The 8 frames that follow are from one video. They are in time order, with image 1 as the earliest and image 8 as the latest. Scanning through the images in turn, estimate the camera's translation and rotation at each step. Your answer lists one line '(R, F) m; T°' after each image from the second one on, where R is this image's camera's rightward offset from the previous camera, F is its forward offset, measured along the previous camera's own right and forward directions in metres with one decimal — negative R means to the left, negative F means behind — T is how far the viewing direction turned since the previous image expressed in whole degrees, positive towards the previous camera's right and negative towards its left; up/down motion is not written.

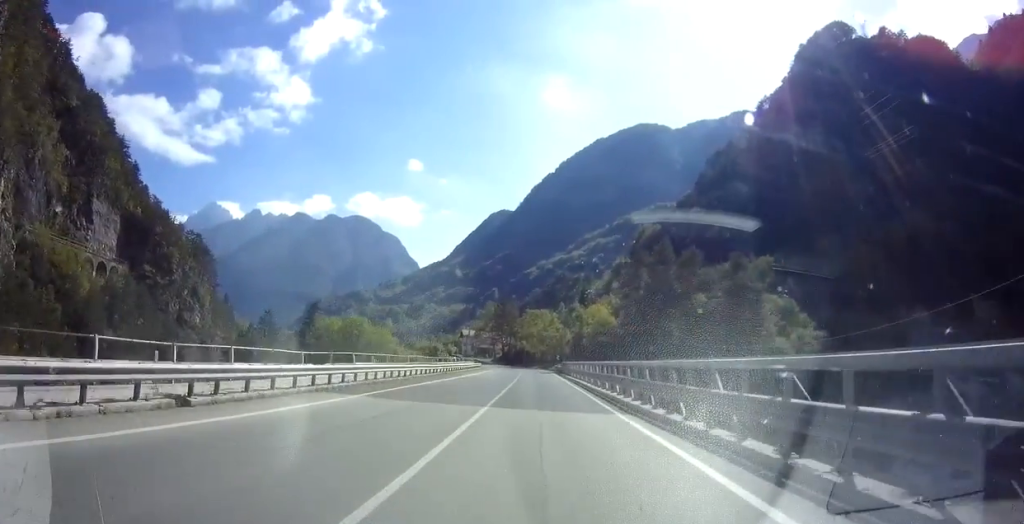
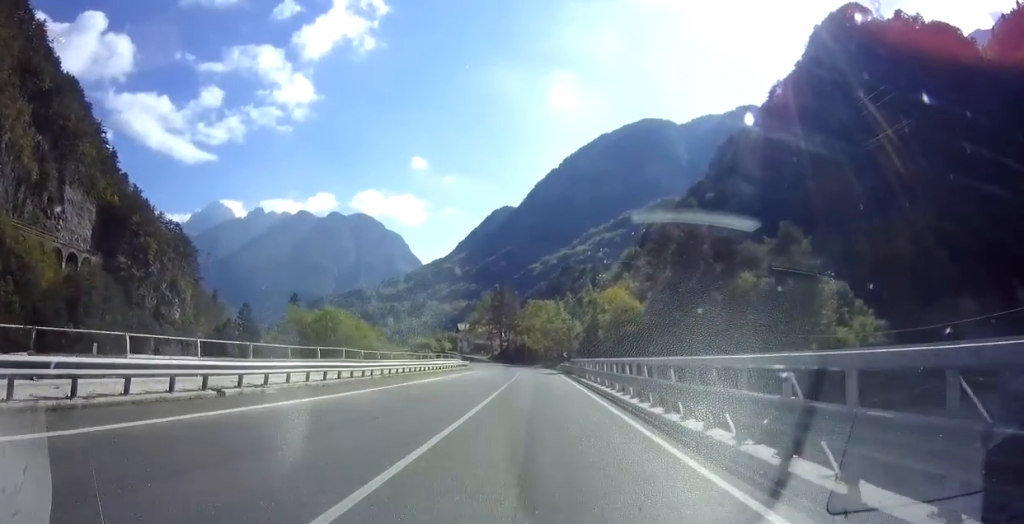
(-0.6, +16.3) m; 0°
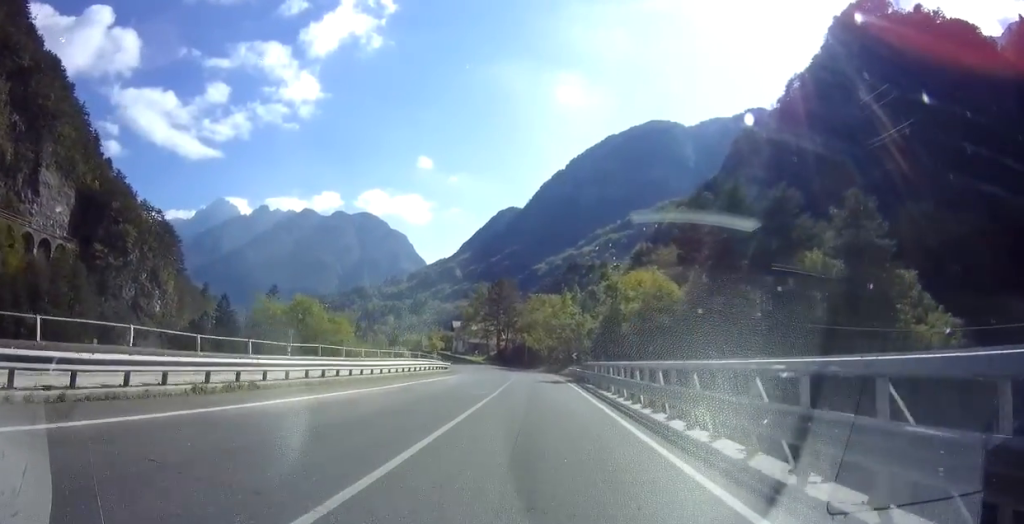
(+0.4, +14.6) m; +1°
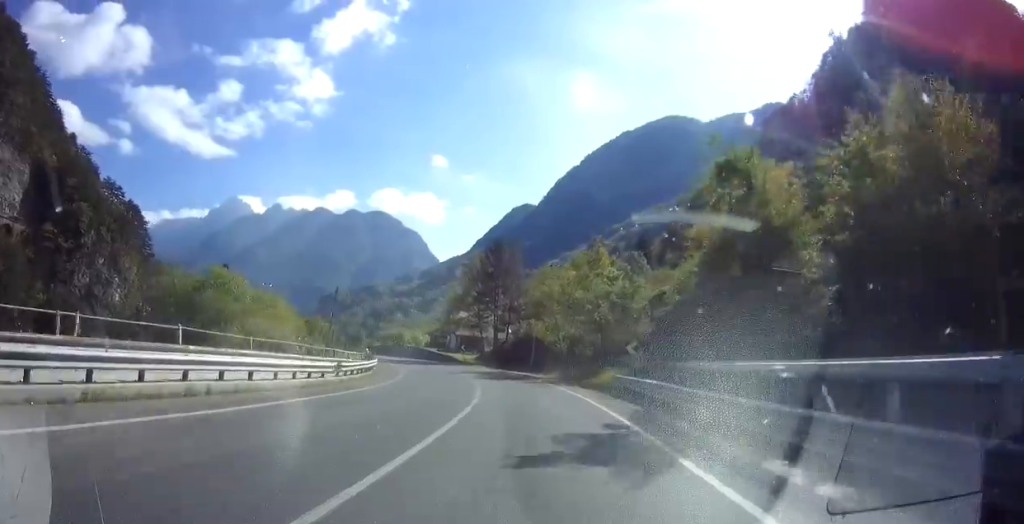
(-0.1, +30.1) m; -2°
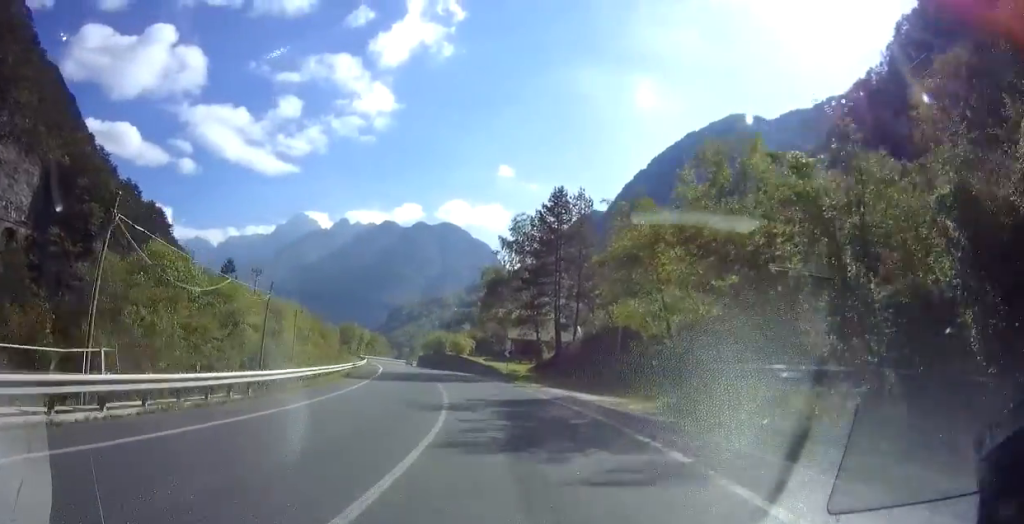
(-1.5, +23.1) m; -10°
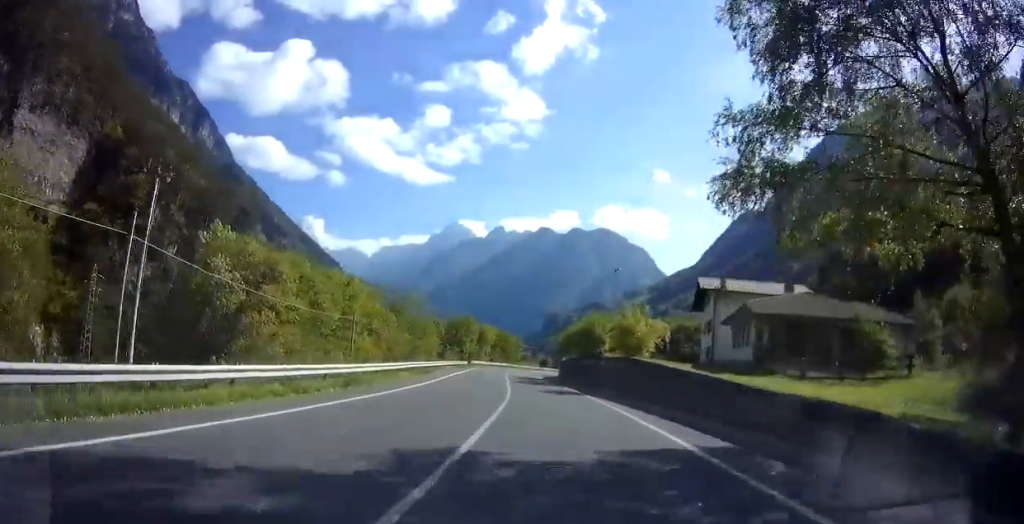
(-6.2, +41.5) m; -12°
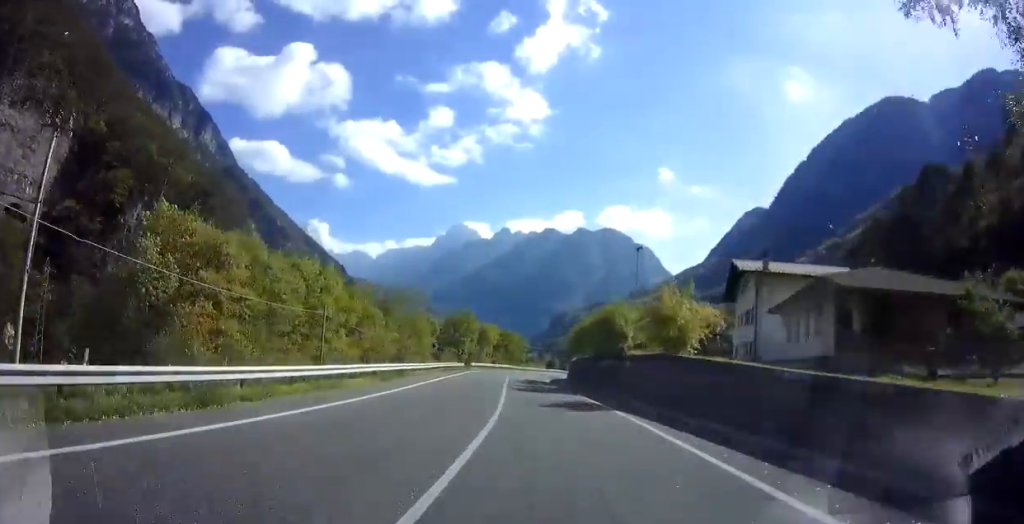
(-0.1, +8.3) m; -1°
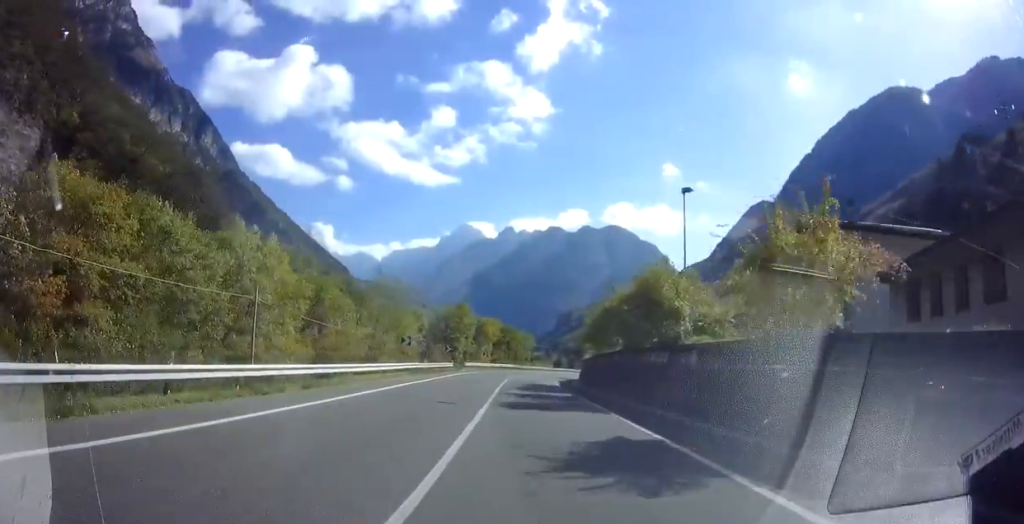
(-0.2, +11.5) m; -1°
